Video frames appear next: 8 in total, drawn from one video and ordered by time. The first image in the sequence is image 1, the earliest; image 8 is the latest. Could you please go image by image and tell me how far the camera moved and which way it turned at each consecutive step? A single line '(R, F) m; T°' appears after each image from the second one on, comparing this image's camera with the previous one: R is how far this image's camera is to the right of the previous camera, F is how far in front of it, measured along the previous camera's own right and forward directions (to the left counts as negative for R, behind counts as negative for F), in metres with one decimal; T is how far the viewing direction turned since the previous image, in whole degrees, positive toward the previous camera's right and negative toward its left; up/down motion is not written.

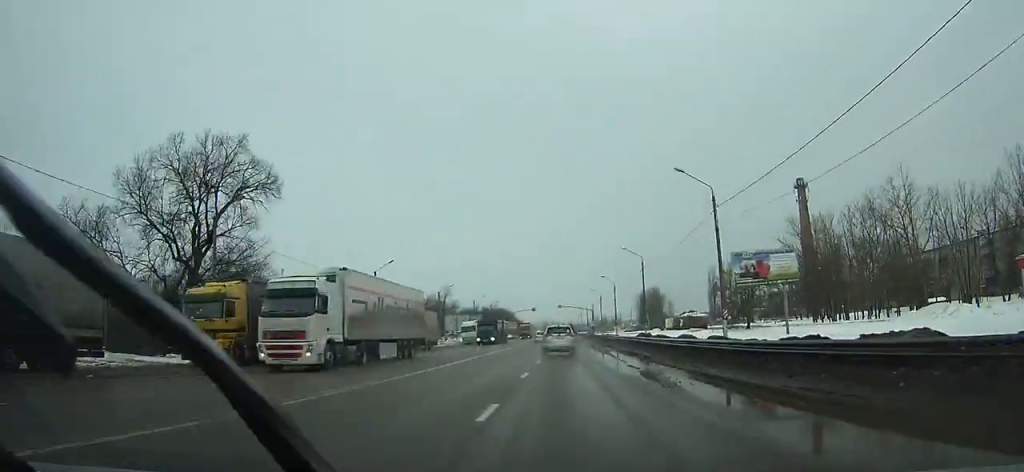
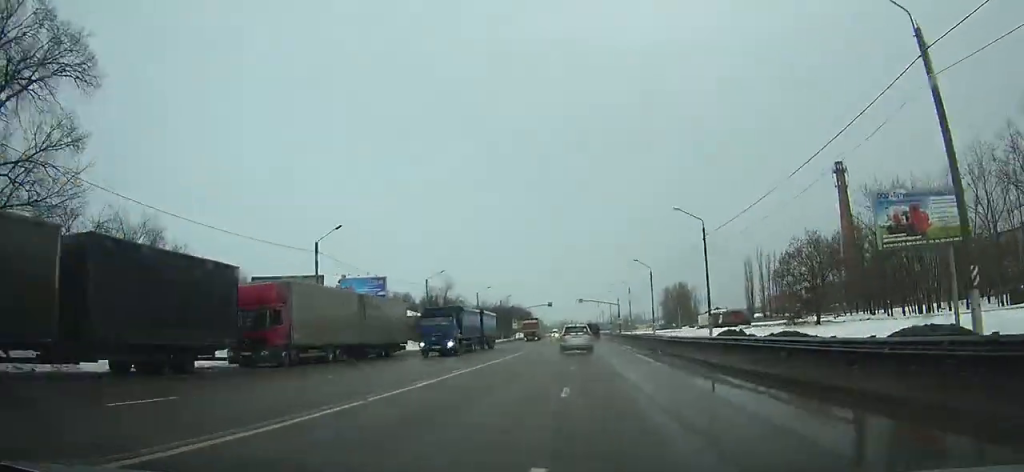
(-4.7, +21.0) m; -2°
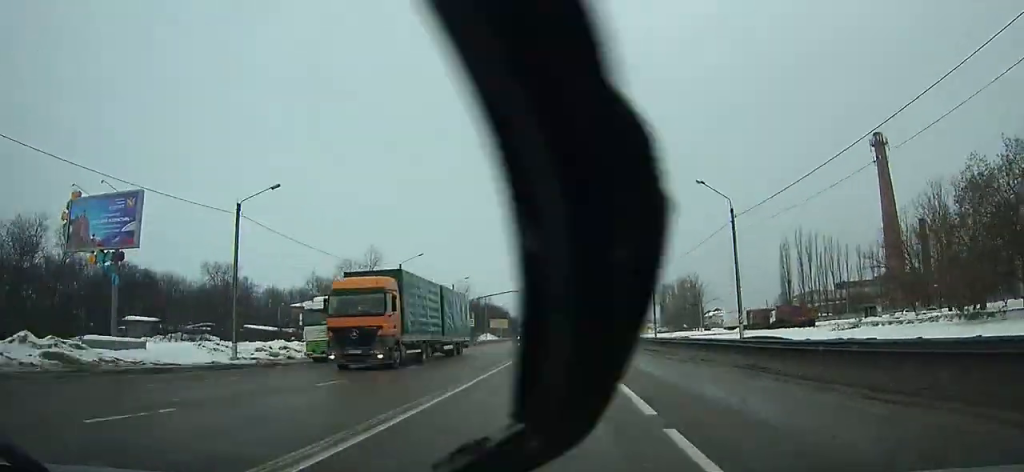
(-2.6, +41.6) m; 0°
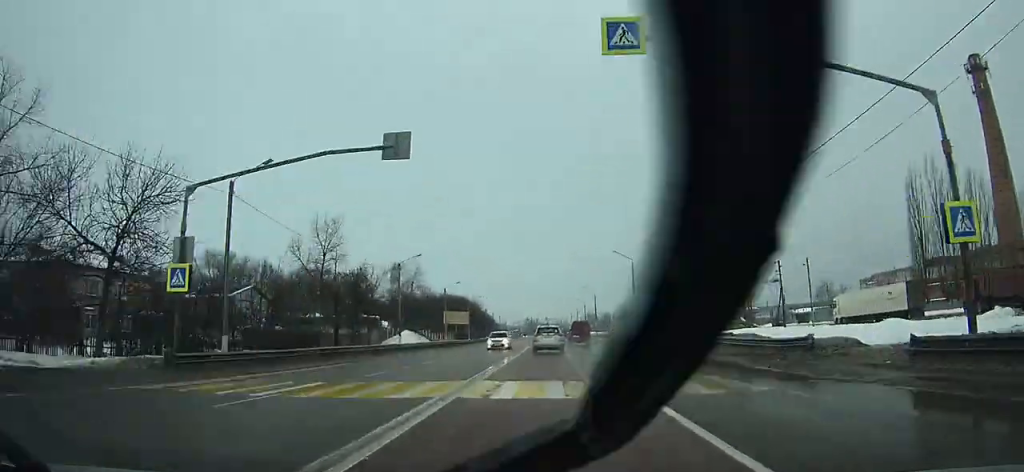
(+6.0, +61.3) m; +6°
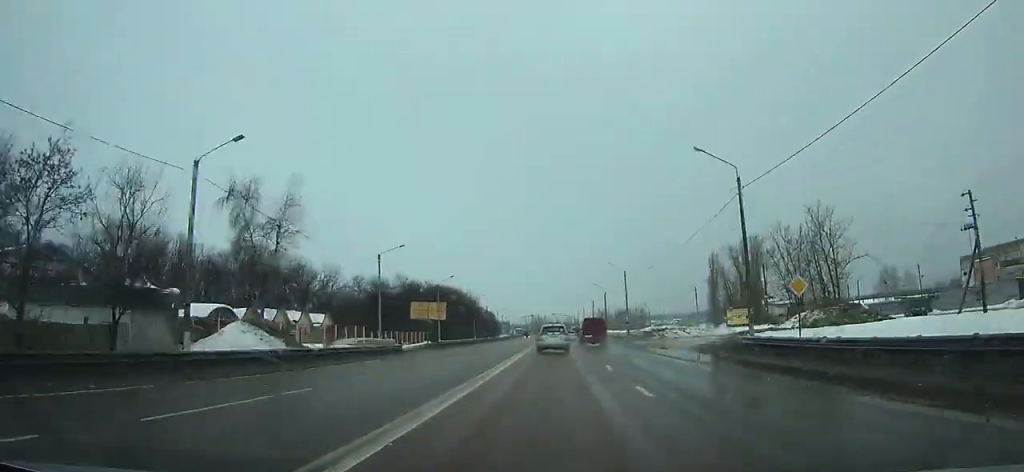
(+0.1, +39.6) m; 0°
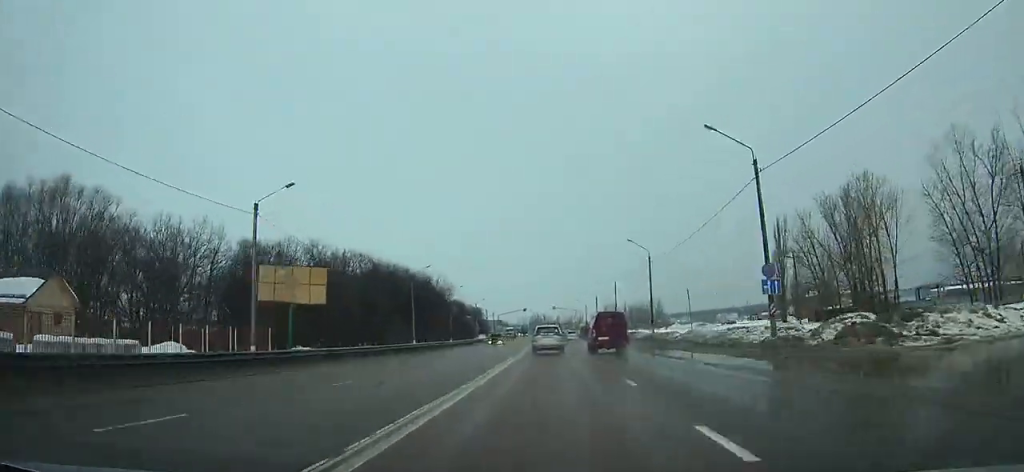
(0.0, +55.2) m; -1°
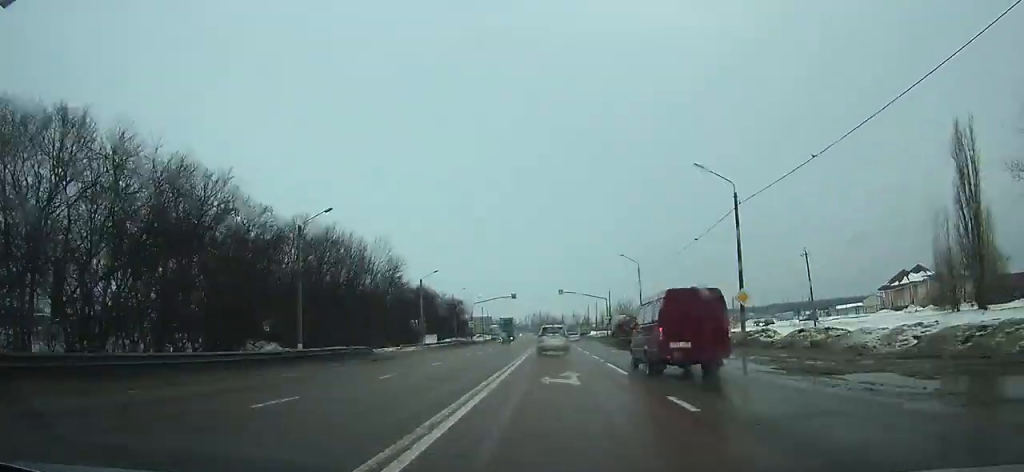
(-0.7, +60.8) m; -1°
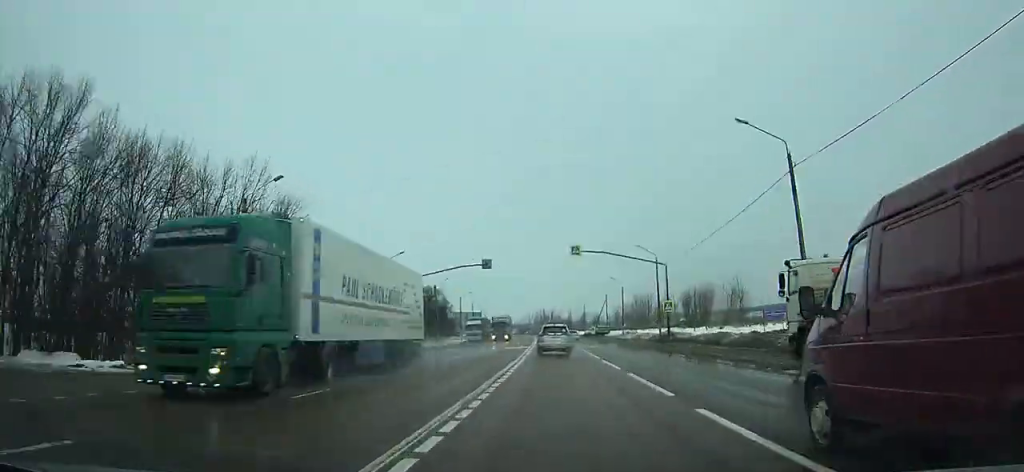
(-0.2, +46.8) m; 0°
